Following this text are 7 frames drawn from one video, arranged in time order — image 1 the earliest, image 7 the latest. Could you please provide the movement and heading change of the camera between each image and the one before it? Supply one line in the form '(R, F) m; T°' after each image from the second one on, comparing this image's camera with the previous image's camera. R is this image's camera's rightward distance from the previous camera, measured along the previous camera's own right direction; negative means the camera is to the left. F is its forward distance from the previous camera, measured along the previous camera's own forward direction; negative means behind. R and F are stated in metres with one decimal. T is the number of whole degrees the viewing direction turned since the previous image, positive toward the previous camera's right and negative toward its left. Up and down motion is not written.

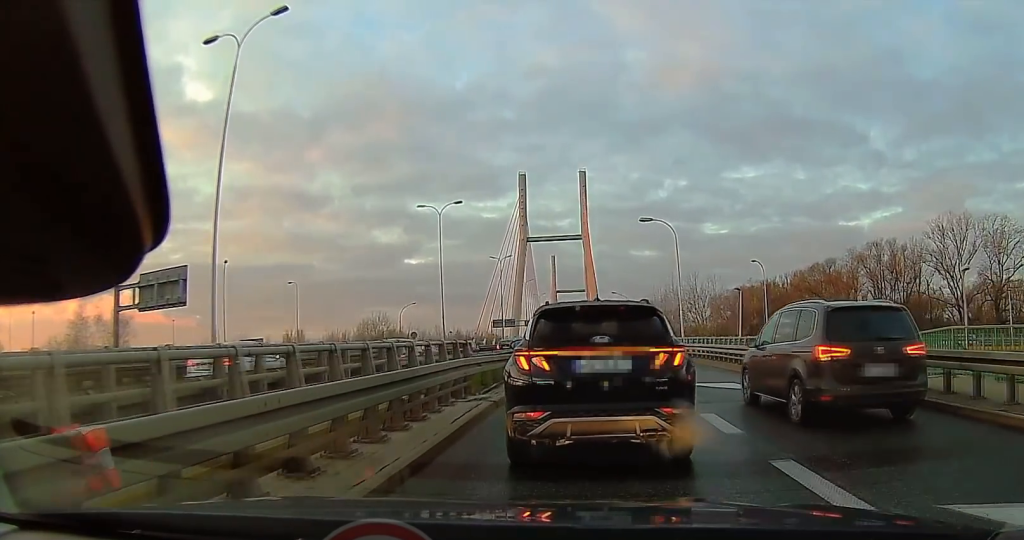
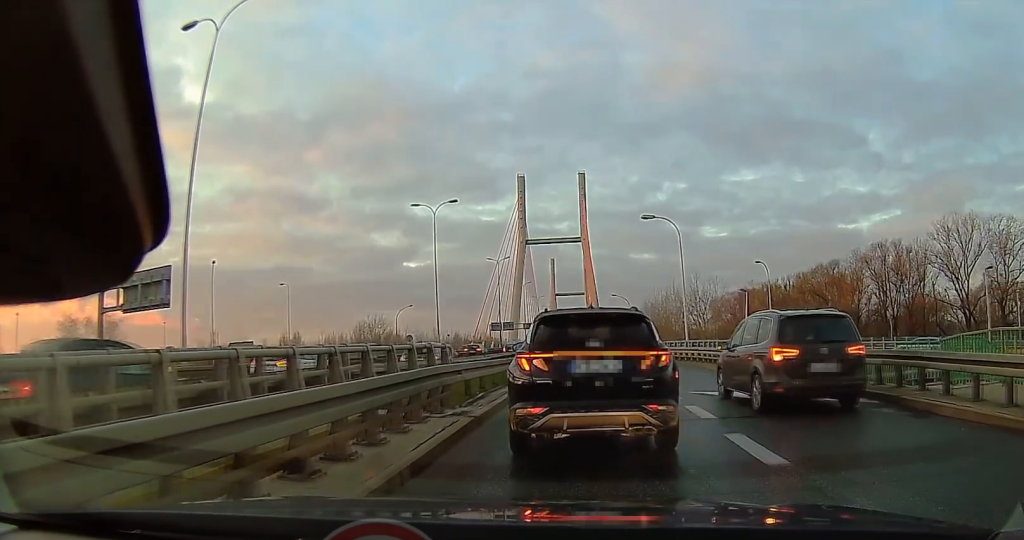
(0.0, +2.4) m; -1°
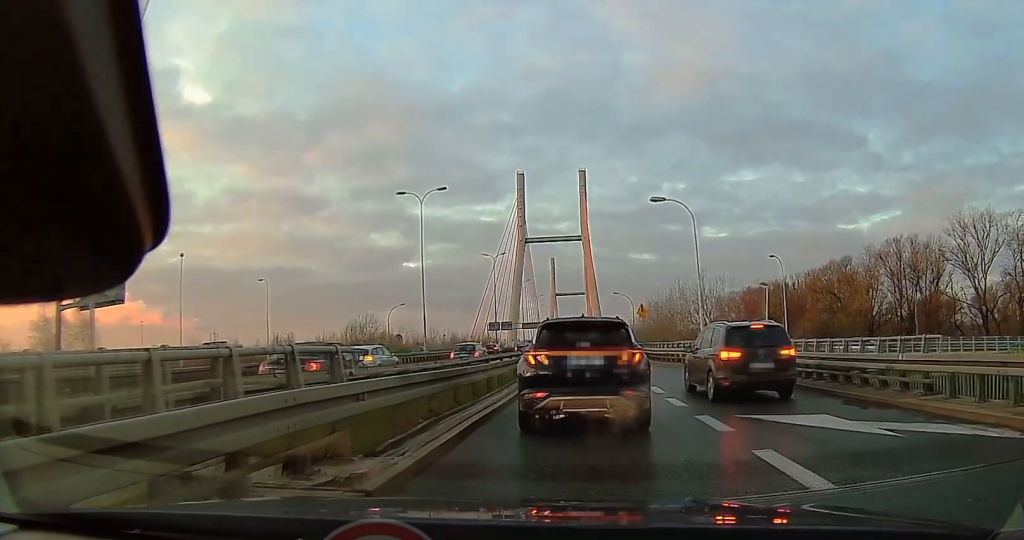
(-0.2, +5.3) m; -3°
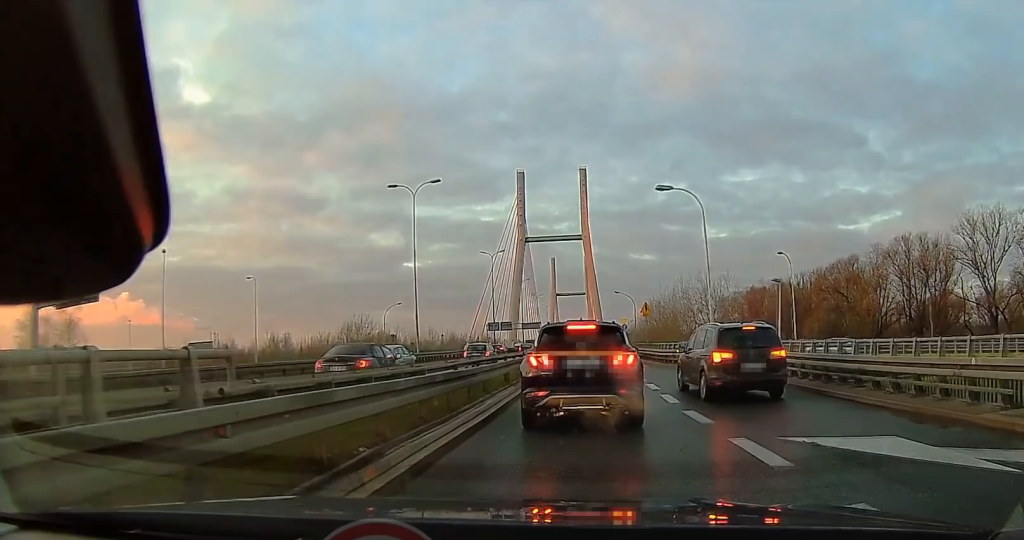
(0.0, +2.3) m; 0°
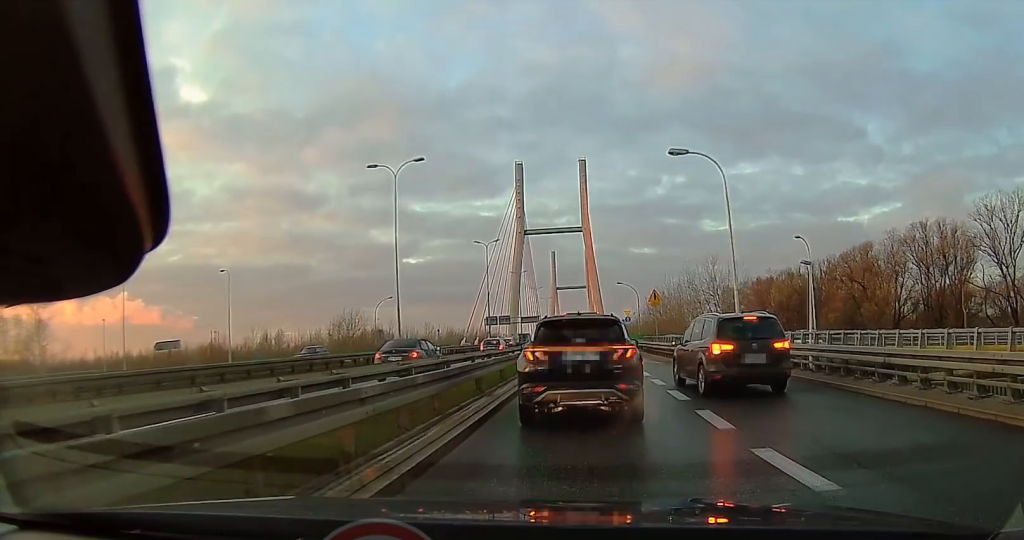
(0.0, +4.1) m; -2°
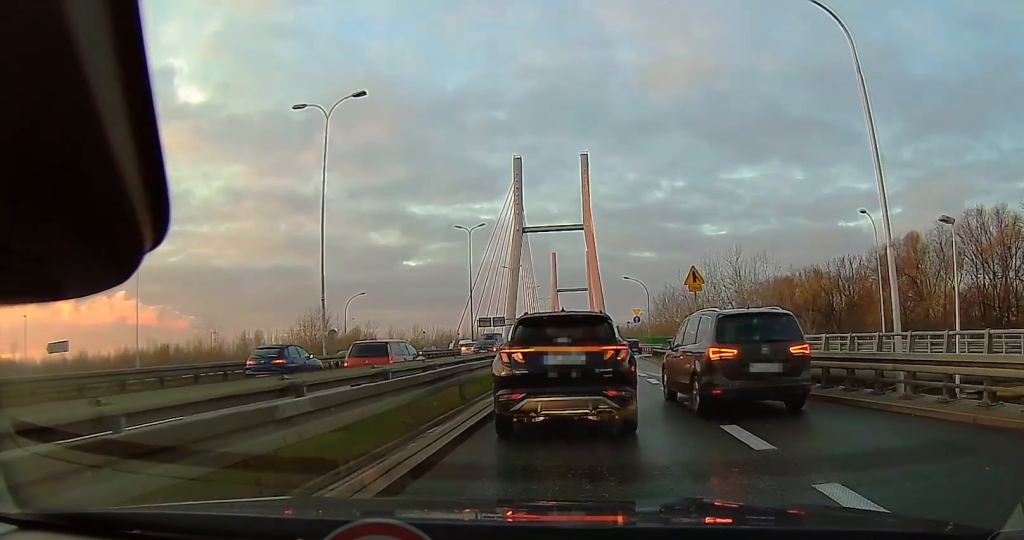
(+0.1, +12.8) m; +2°
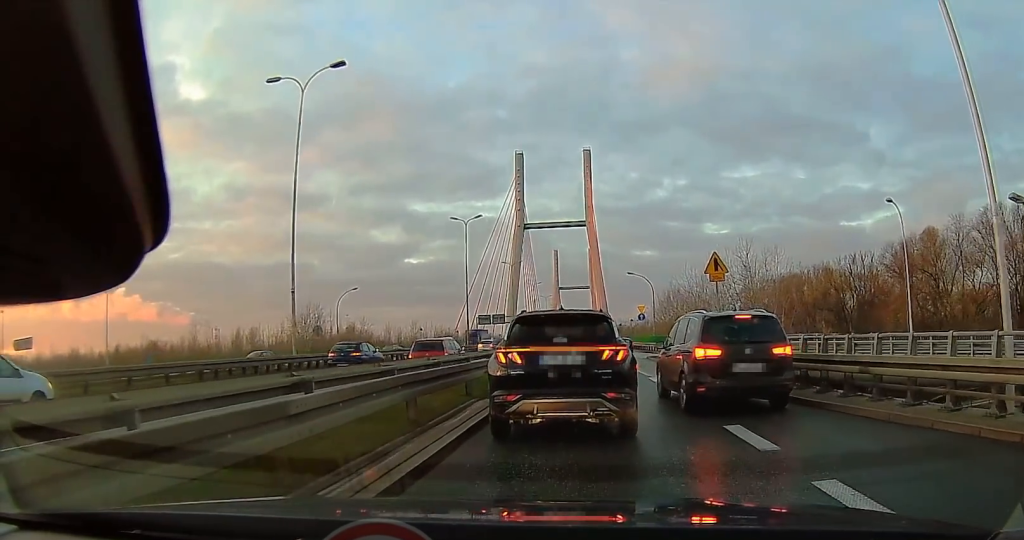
(0.0, +3.9) m; 0°
